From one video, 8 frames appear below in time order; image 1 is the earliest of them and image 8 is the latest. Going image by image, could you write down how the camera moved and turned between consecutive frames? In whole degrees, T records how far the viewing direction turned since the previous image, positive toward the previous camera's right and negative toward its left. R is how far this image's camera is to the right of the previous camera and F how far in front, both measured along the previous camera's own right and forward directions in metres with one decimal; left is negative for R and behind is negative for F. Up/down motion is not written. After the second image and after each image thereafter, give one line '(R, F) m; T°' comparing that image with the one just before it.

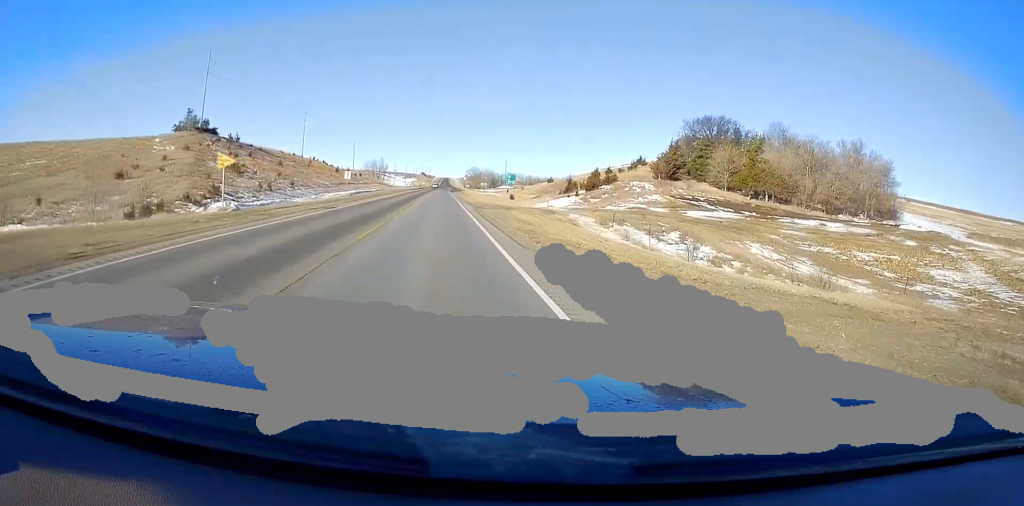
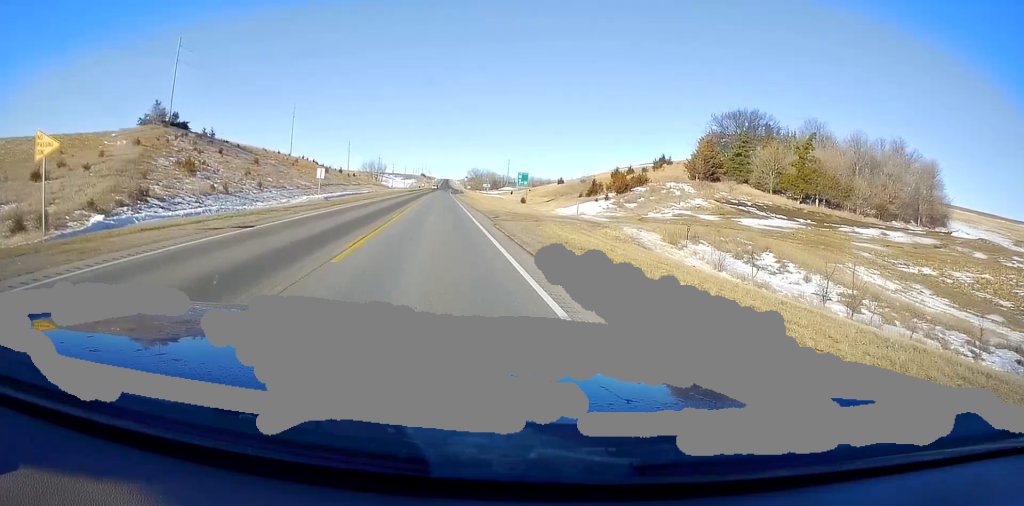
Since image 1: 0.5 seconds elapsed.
(-0.1, +14.2) m; 0°
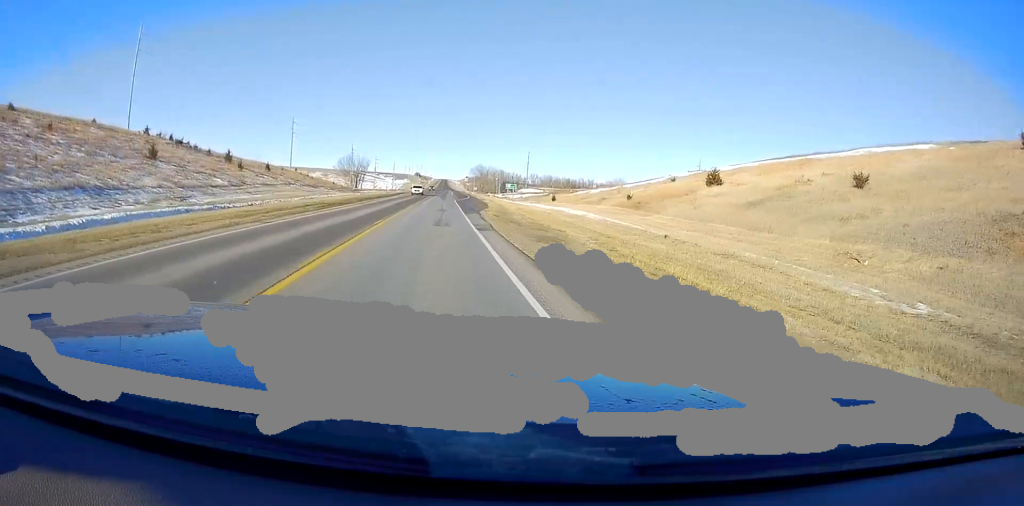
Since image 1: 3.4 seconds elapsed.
(-0.6, +87.9) m; -1°
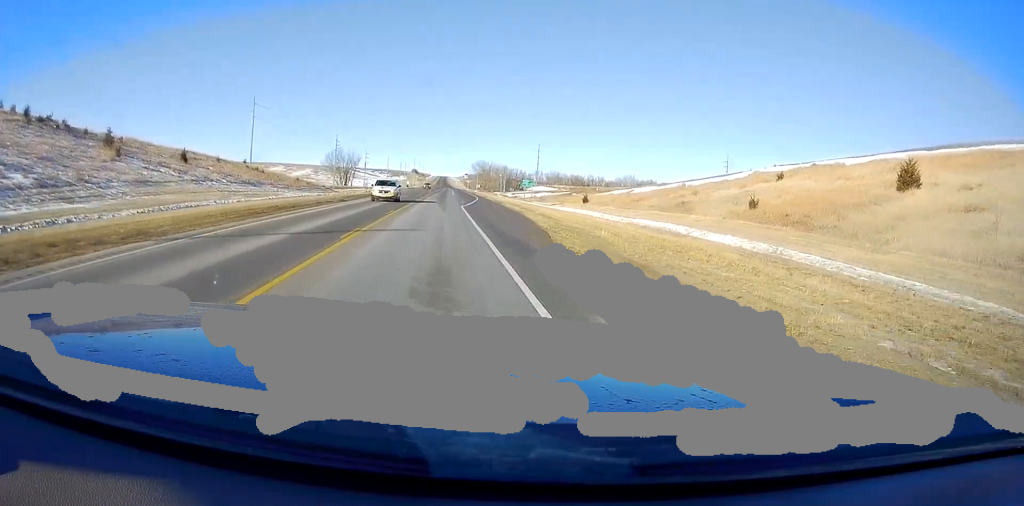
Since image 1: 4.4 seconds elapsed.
(0.0, +31.2) m; 0°
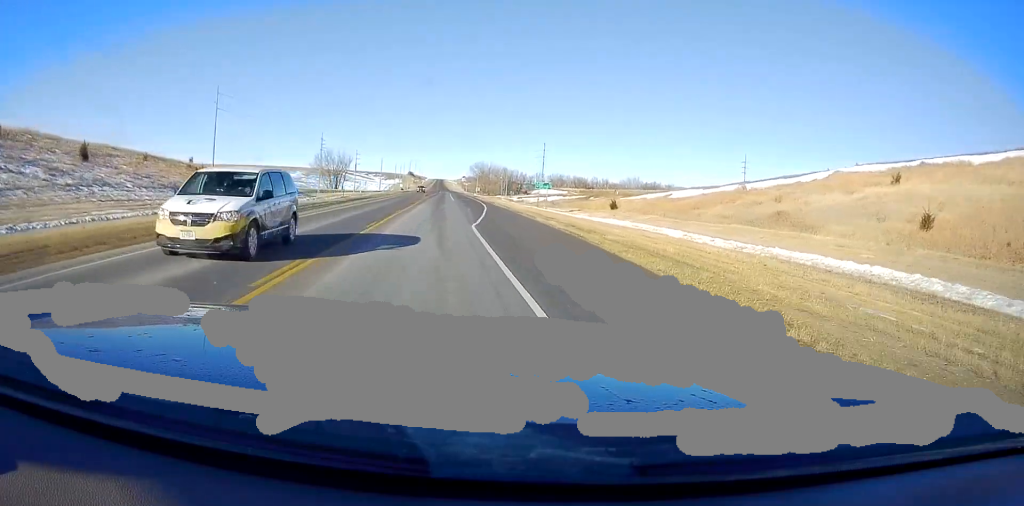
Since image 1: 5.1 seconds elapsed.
(0.0, +19.2) m; 0°
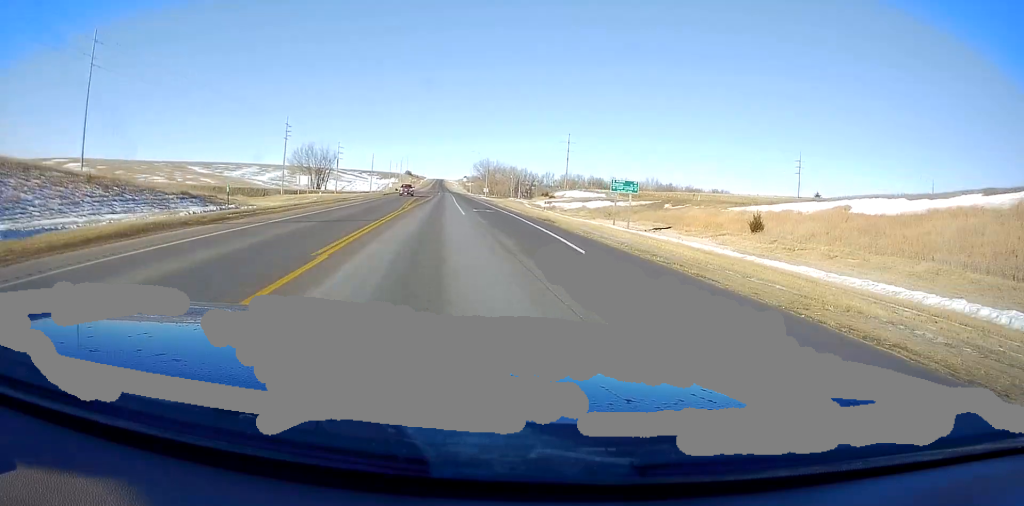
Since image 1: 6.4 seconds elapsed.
(0.0, +40.9) m; +1°
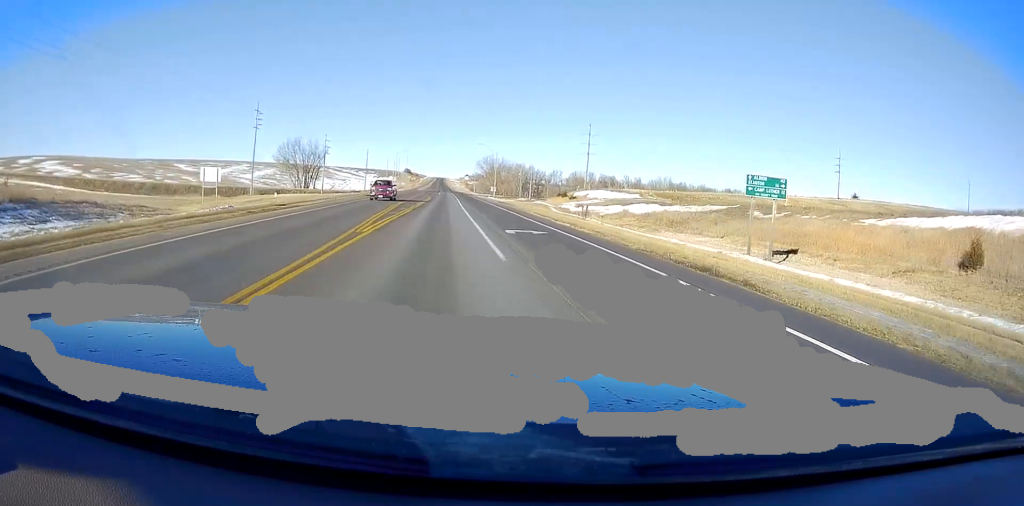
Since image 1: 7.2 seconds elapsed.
(+0.4, +23.4) m; 0°
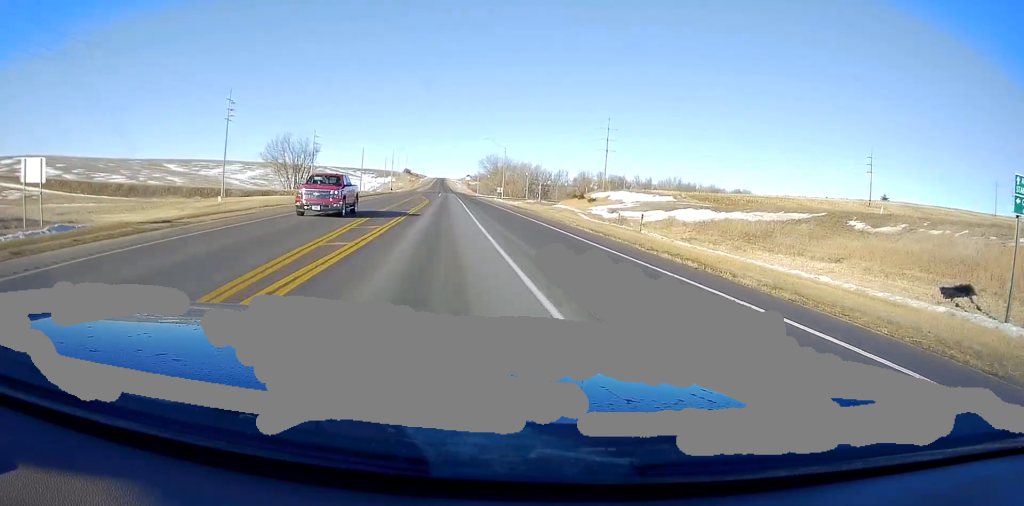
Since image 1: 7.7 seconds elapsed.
(0.0, +16.3) m; 0°
